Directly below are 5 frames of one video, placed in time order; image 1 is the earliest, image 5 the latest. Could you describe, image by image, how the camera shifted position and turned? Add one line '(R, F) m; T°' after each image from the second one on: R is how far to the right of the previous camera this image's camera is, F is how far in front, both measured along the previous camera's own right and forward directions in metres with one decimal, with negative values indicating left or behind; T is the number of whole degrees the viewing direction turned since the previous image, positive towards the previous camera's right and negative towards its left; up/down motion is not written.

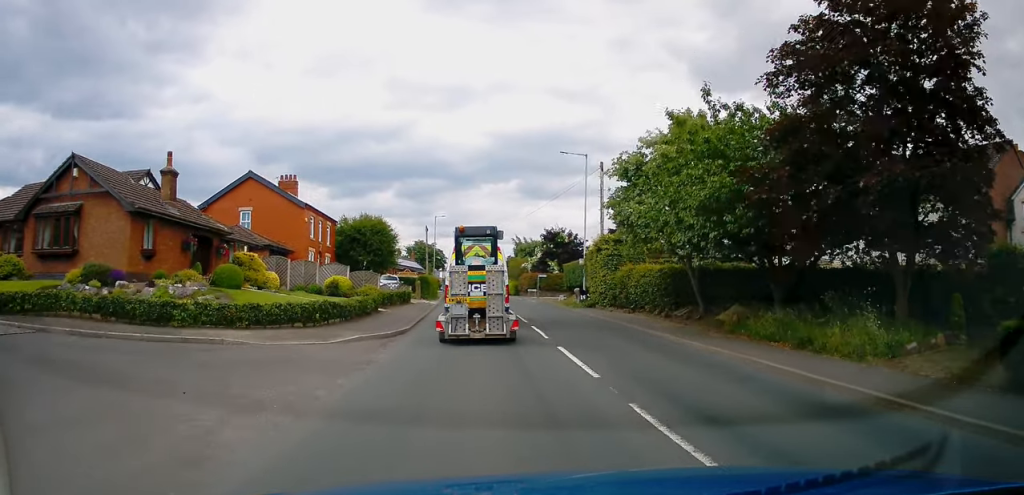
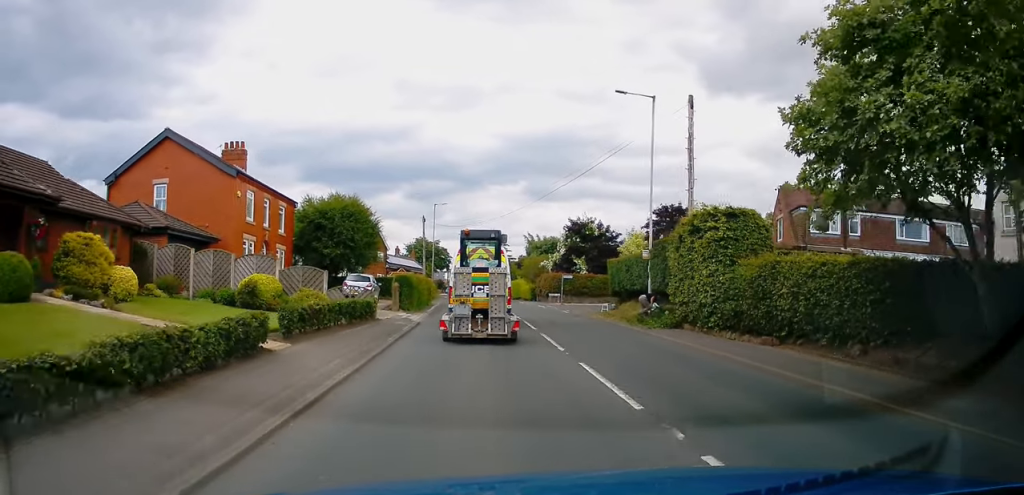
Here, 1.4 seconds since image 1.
(-0.1, +14.3) m; -1°
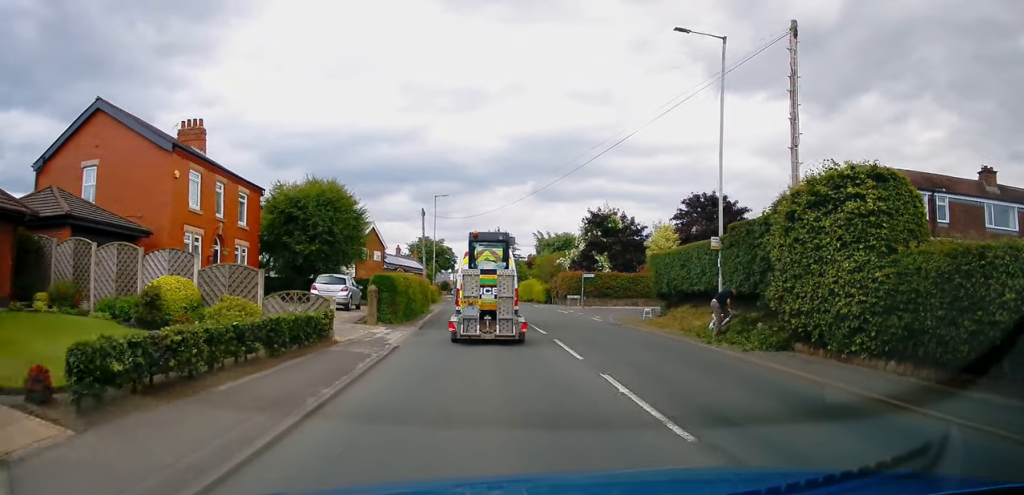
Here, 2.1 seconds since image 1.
(0.0, +7.1) m; -1°
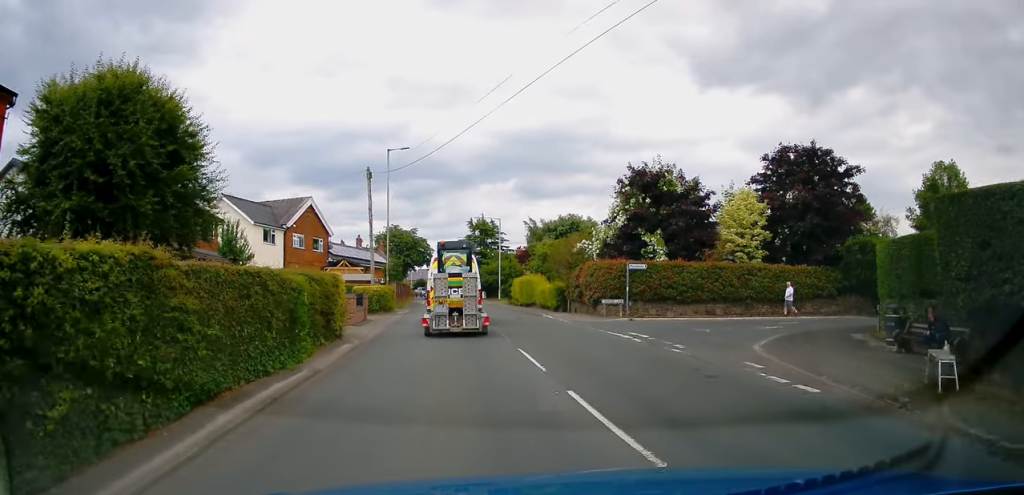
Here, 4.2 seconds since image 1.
(0.0, +19.3) m; +2°
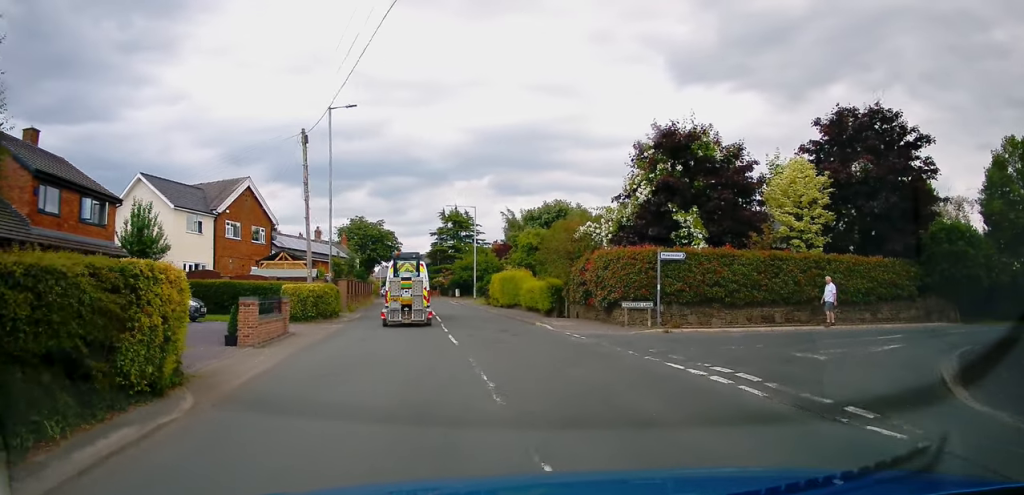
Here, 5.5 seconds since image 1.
(+0.2, +9.1) m; +7°
